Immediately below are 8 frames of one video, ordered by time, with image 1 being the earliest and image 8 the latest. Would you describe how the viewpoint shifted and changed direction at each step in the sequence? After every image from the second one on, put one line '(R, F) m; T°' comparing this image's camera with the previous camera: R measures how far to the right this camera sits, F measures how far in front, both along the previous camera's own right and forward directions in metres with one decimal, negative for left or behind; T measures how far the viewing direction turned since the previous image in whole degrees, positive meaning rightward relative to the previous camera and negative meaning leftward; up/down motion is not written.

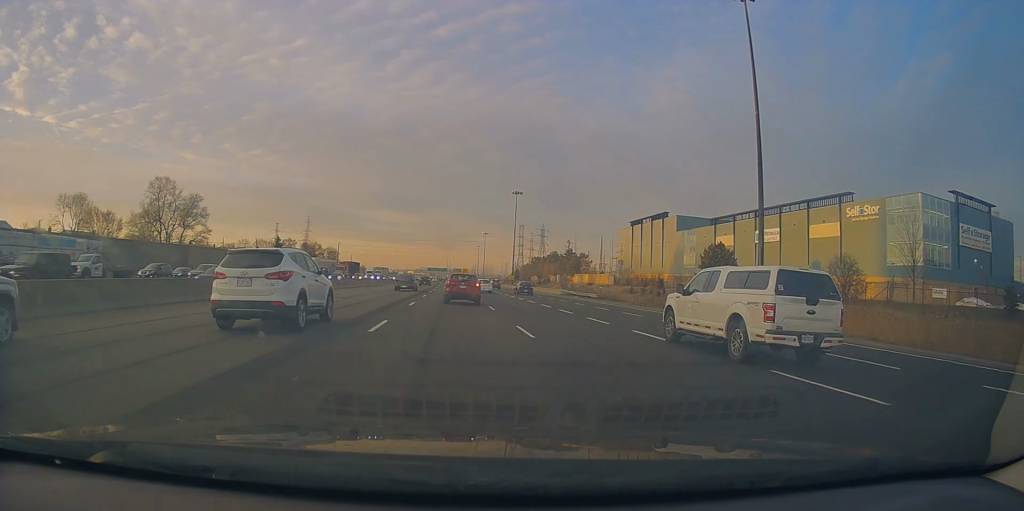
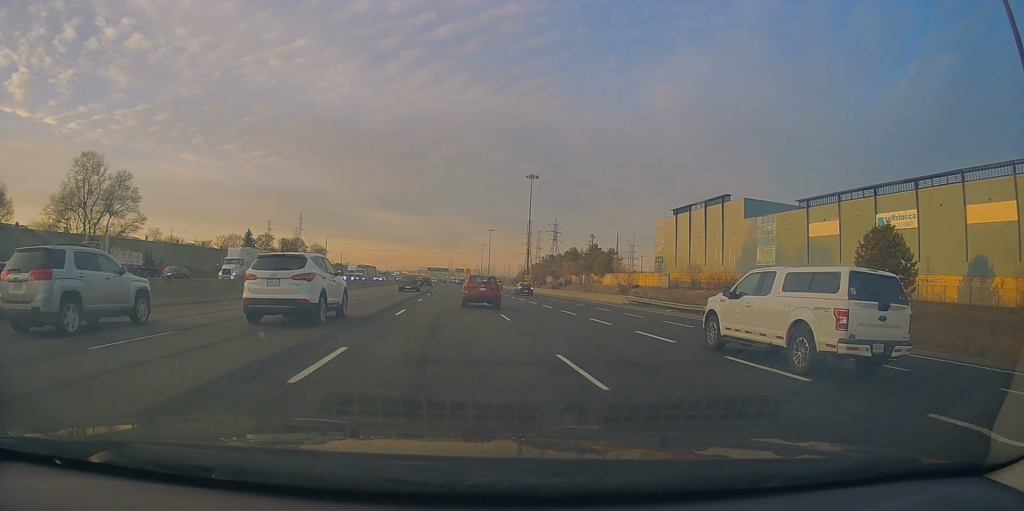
(-0.4, +30.2) m; 0°
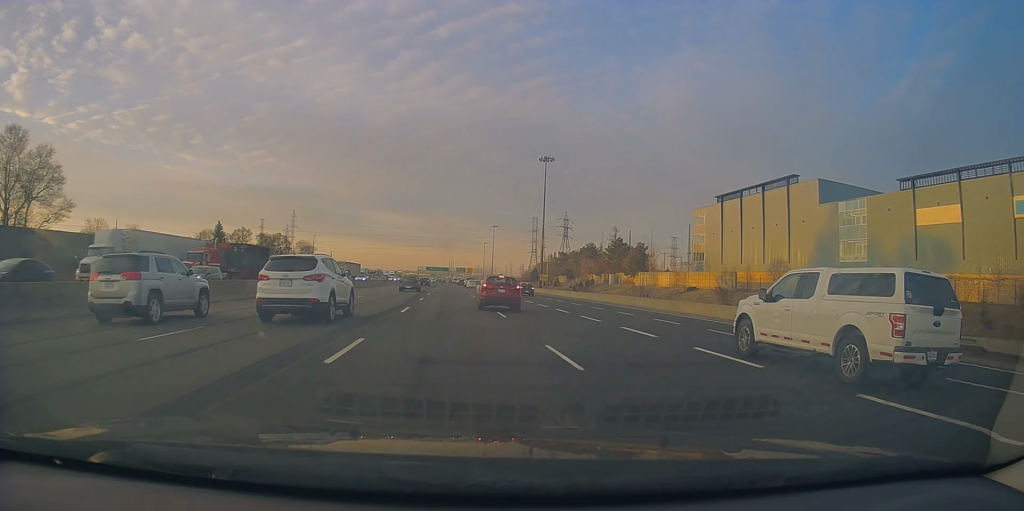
(+0.1, +22.1) m; 0°
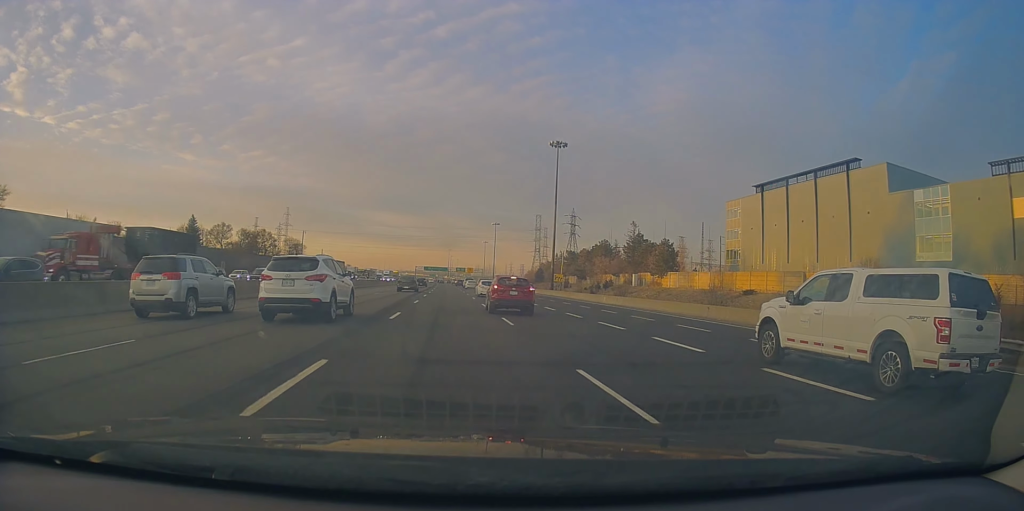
(+0.1, +14.8) m; 0°
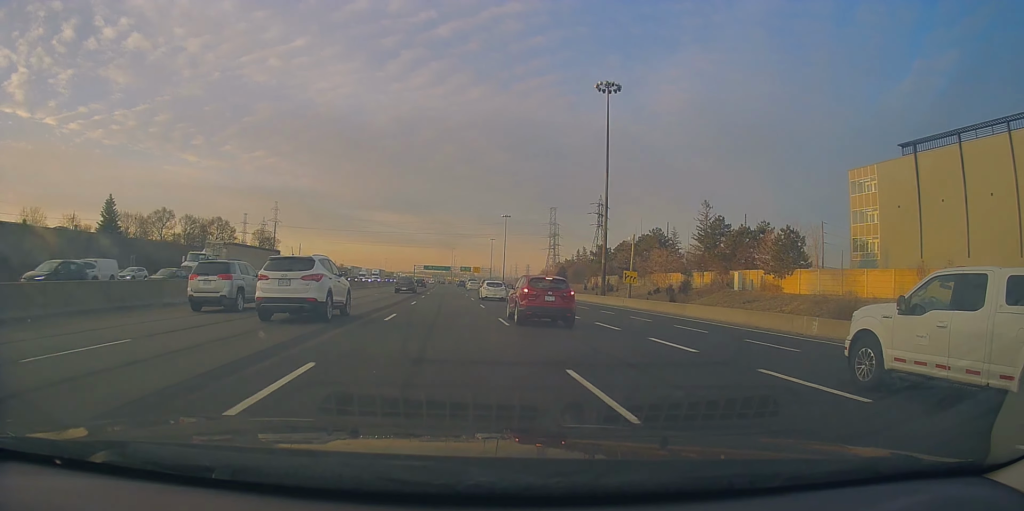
(-0.2, +35.0) m; -1°
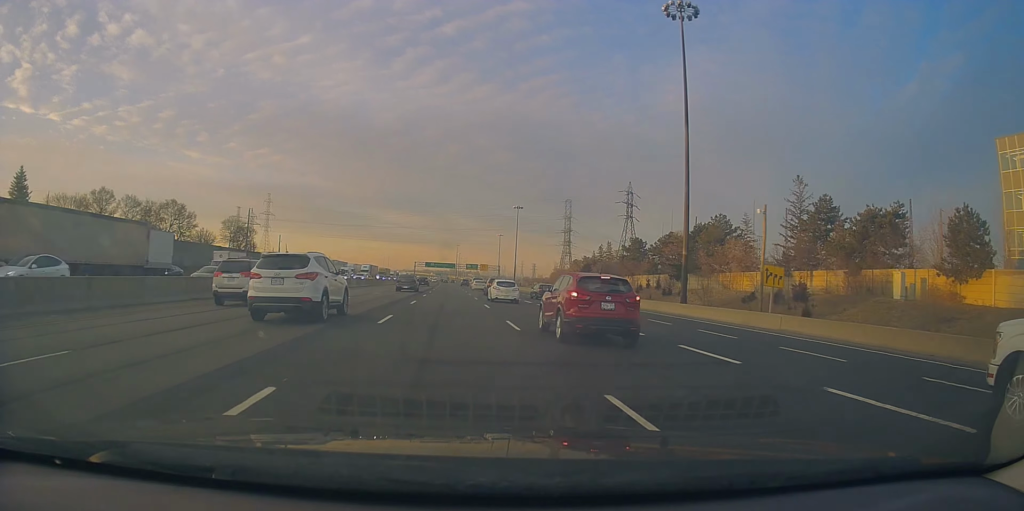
(-0.1, +25.5) m; -1°
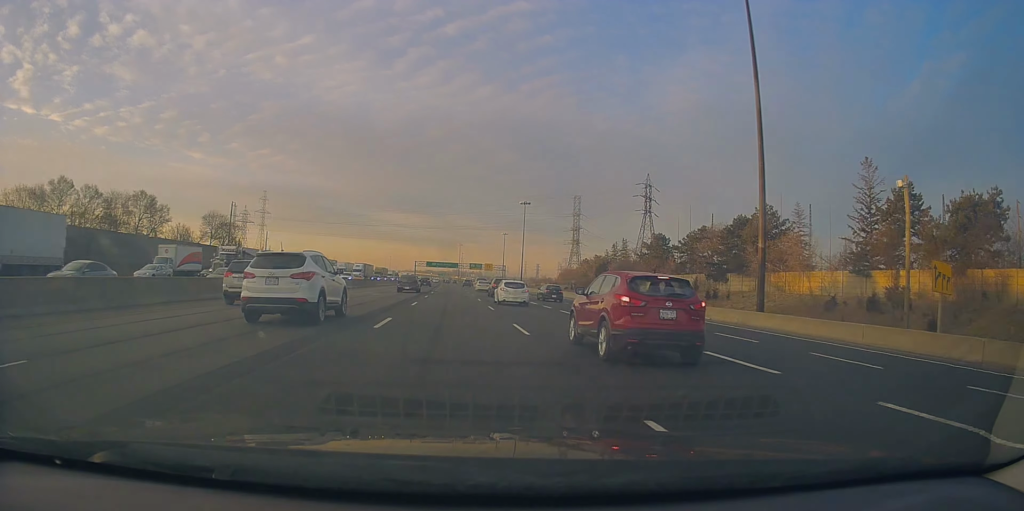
(-0.3, +13.0) m; 0°
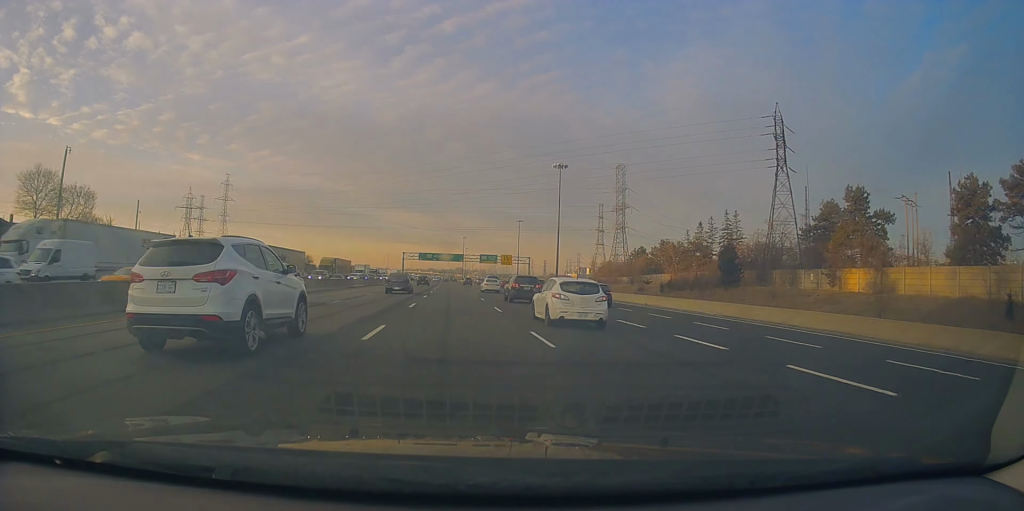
(+0.8, +61.5) m; 0°
